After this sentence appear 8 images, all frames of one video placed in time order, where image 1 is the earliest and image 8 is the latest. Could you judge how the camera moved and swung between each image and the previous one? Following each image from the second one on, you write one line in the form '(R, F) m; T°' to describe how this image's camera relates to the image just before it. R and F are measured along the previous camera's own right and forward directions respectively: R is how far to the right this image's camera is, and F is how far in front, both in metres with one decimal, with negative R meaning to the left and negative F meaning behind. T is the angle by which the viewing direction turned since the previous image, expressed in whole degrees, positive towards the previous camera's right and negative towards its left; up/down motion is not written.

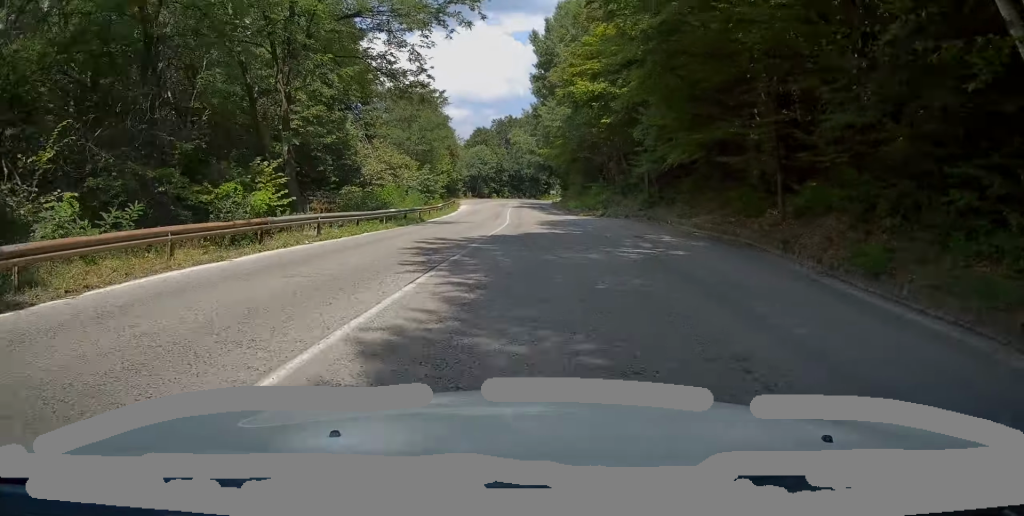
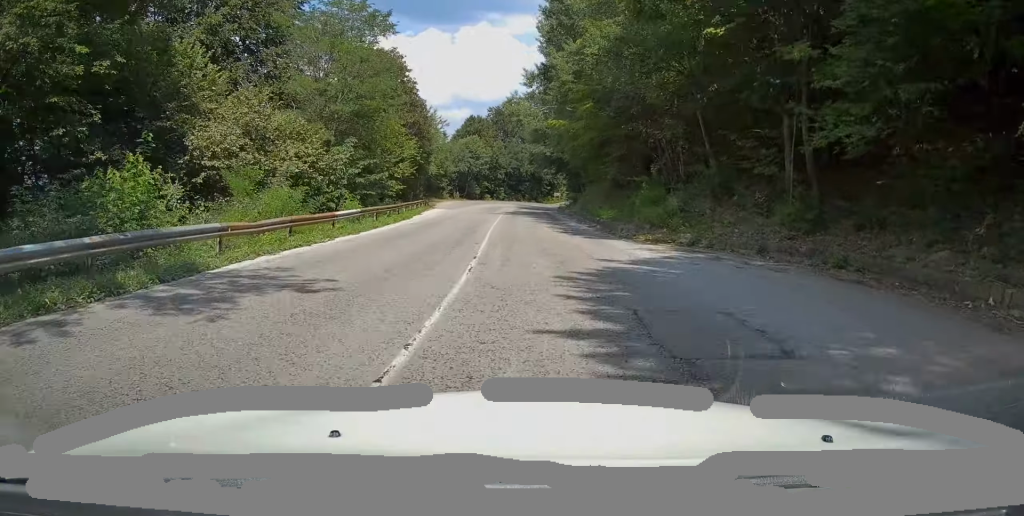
(-0.3, +23.1) m; -1°
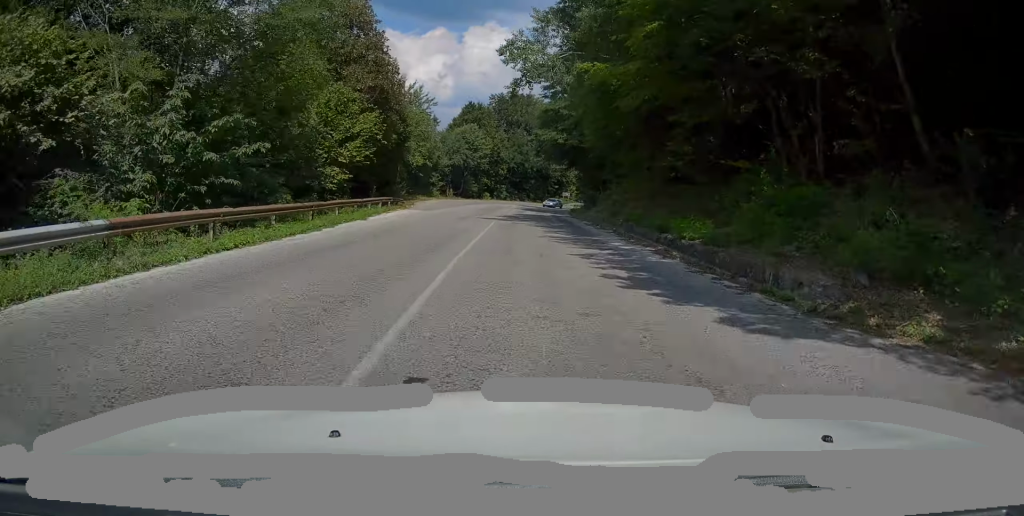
(0.0, +14.8) m; +1°
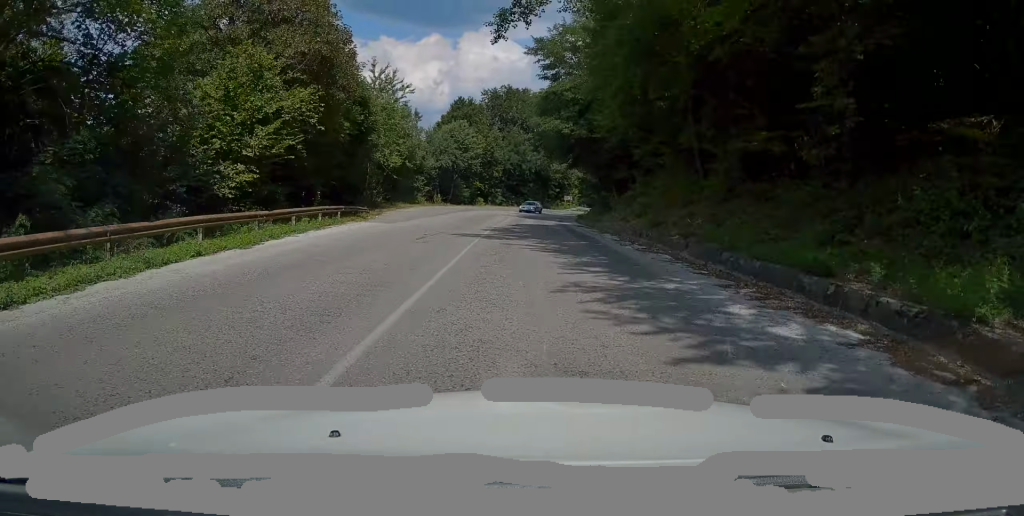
(+0.2, +10.3) m; 0°
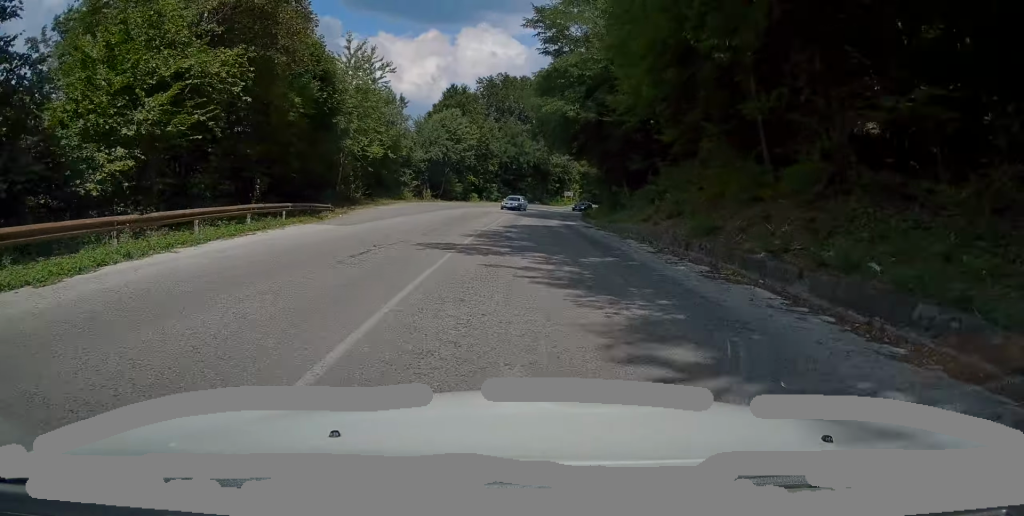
(0.0, +6.4) m; 0°
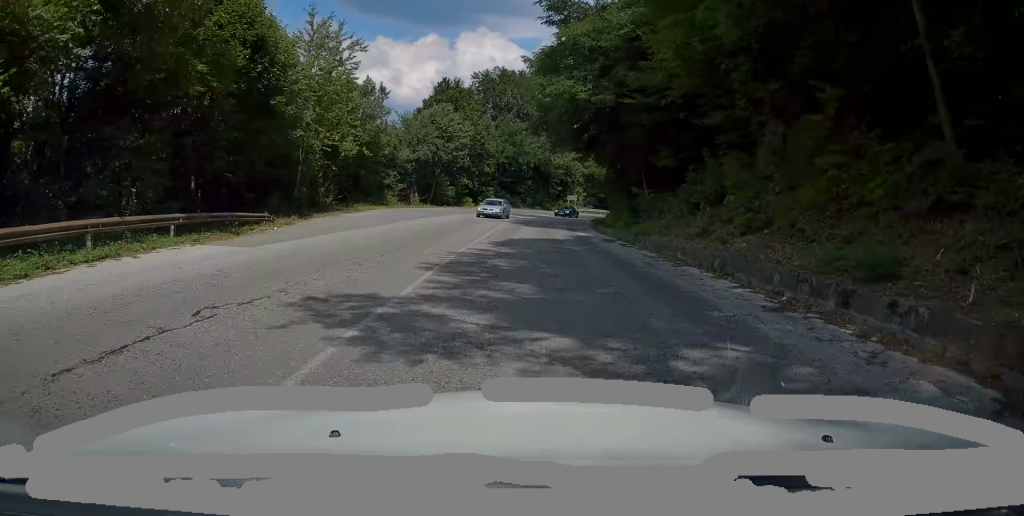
(-0.1, +7.5) m; 0°
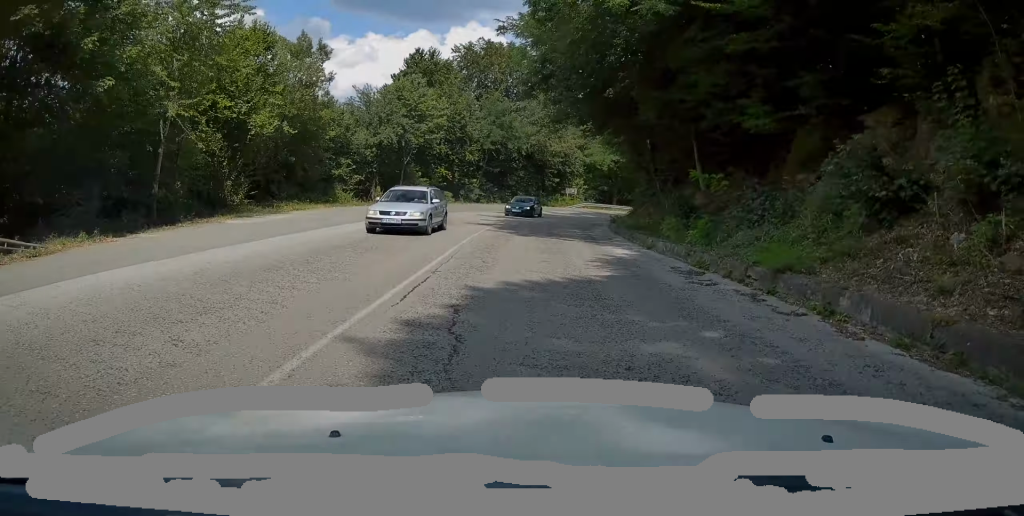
(0.0, +12.7) m; +1°
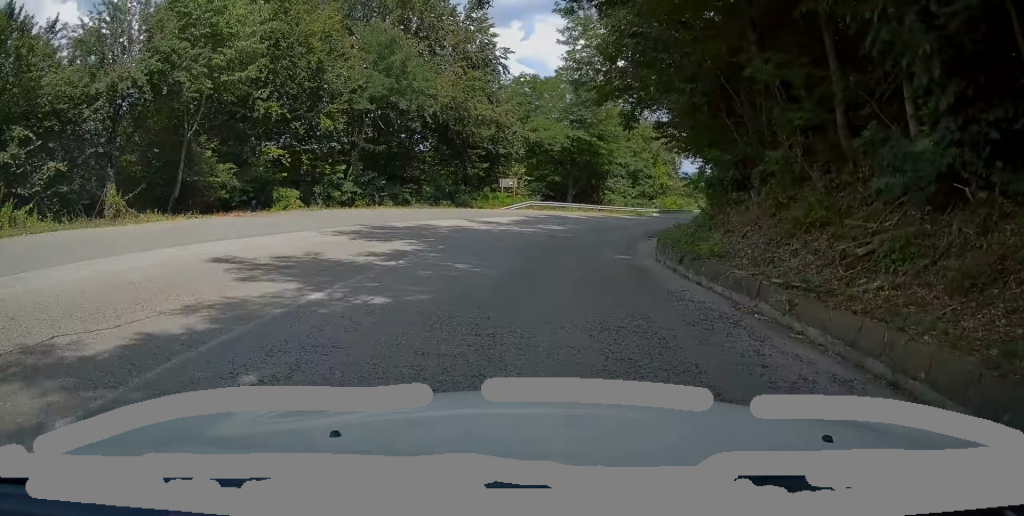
(+1.0, +26.0) m; +7°
